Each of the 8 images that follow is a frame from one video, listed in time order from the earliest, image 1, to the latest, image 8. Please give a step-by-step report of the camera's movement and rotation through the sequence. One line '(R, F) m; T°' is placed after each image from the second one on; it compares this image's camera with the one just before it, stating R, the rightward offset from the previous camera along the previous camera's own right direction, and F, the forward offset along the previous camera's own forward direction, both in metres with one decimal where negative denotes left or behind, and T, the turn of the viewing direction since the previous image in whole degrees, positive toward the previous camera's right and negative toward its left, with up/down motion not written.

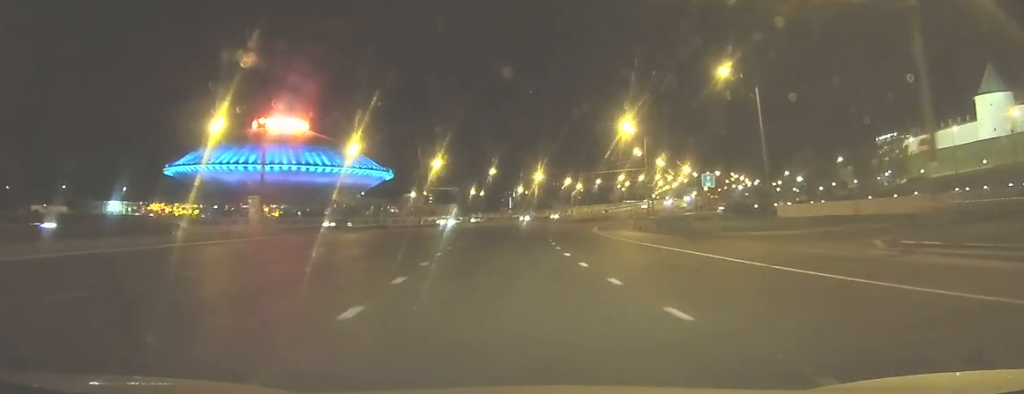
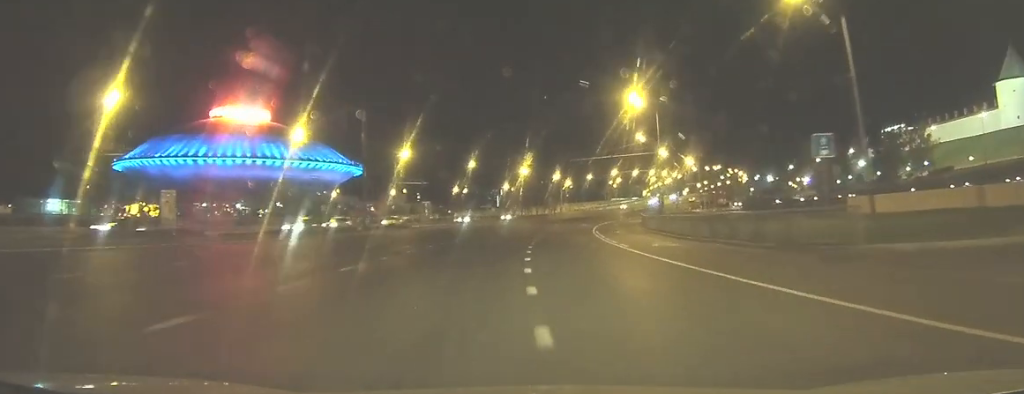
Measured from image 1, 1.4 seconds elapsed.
(+0.4, +18.0) m; +2°
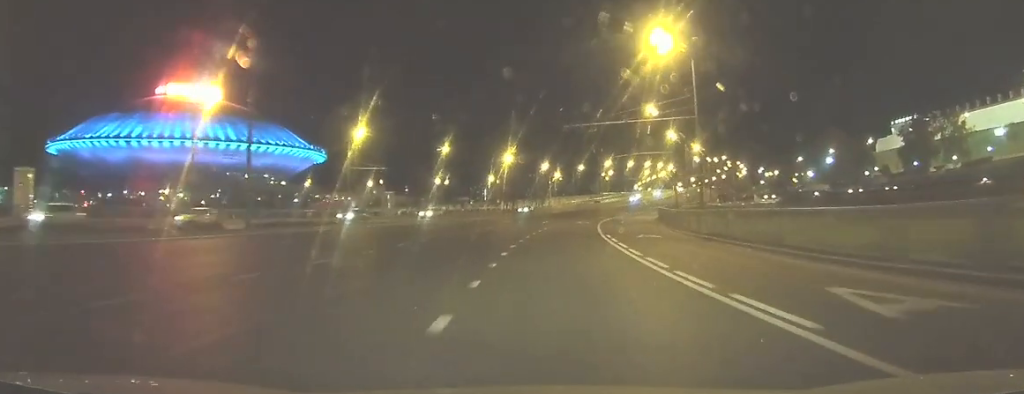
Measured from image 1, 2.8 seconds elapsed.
(+0.2, +20.1) m; +1°
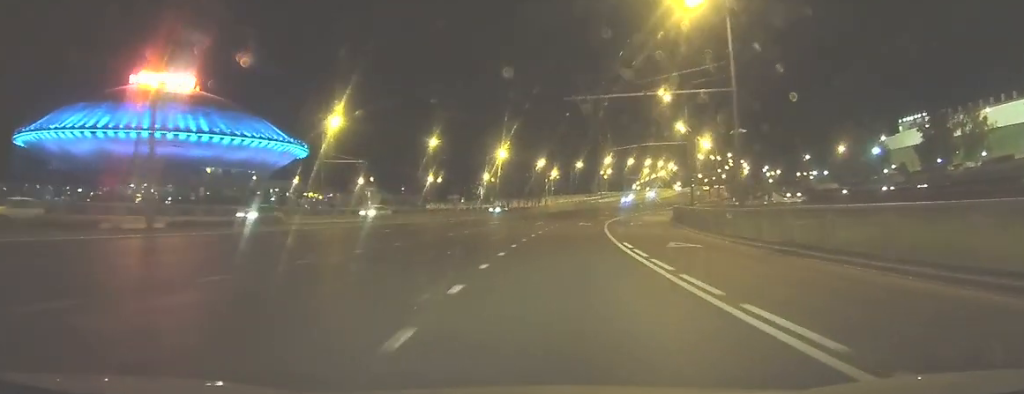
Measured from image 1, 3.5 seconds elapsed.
(0.0, +9.4) m; 0°
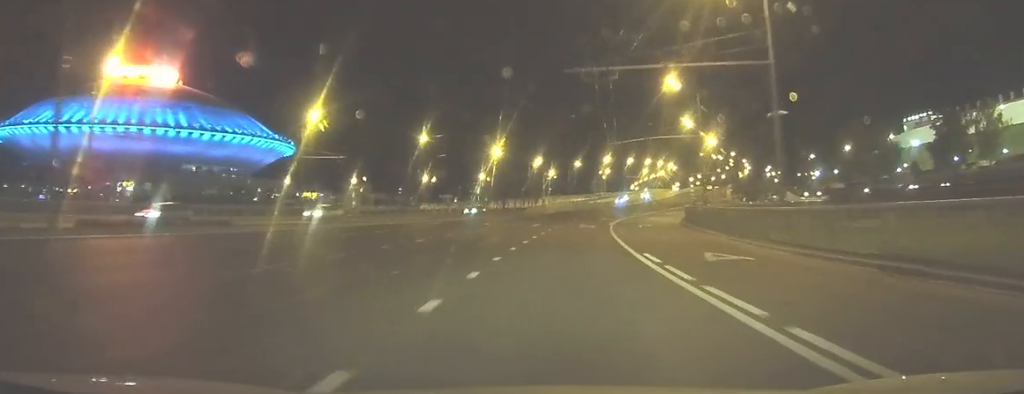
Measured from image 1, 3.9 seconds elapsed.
(0.0, +6.1) m; 0°
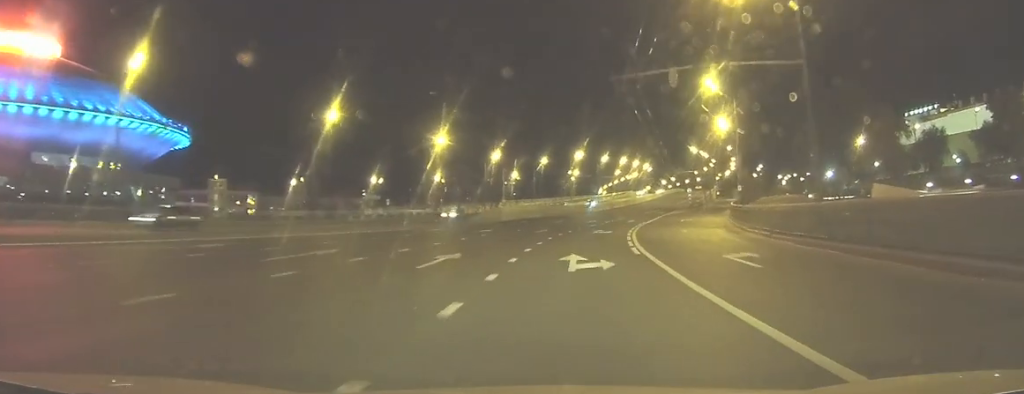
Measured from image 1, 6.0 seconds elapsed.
(+0.9, +28.9) m; +5°
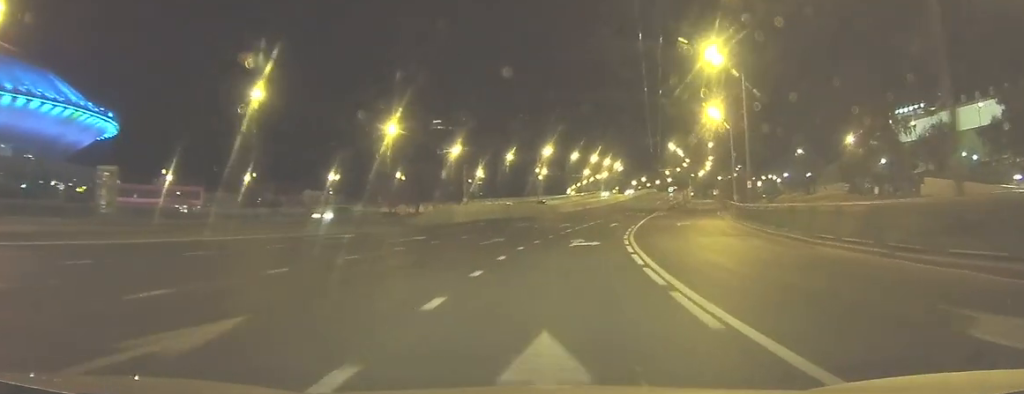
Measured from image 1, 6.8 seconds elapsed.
(+0.2, +11.7) m; +3°
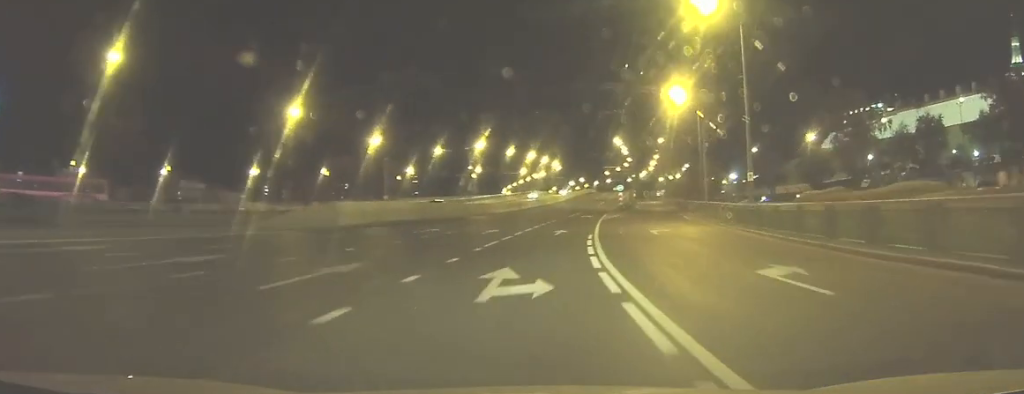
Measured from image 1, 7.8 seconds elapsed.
(+0.6, +13.4) m; +3°
